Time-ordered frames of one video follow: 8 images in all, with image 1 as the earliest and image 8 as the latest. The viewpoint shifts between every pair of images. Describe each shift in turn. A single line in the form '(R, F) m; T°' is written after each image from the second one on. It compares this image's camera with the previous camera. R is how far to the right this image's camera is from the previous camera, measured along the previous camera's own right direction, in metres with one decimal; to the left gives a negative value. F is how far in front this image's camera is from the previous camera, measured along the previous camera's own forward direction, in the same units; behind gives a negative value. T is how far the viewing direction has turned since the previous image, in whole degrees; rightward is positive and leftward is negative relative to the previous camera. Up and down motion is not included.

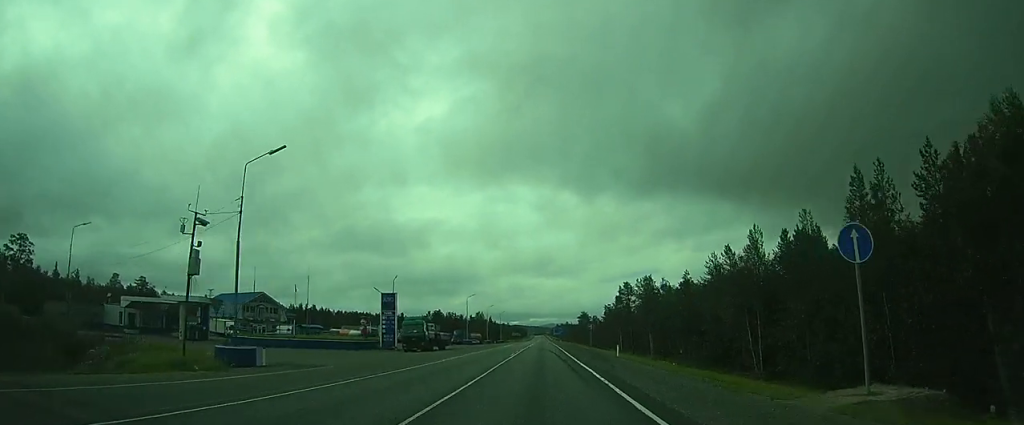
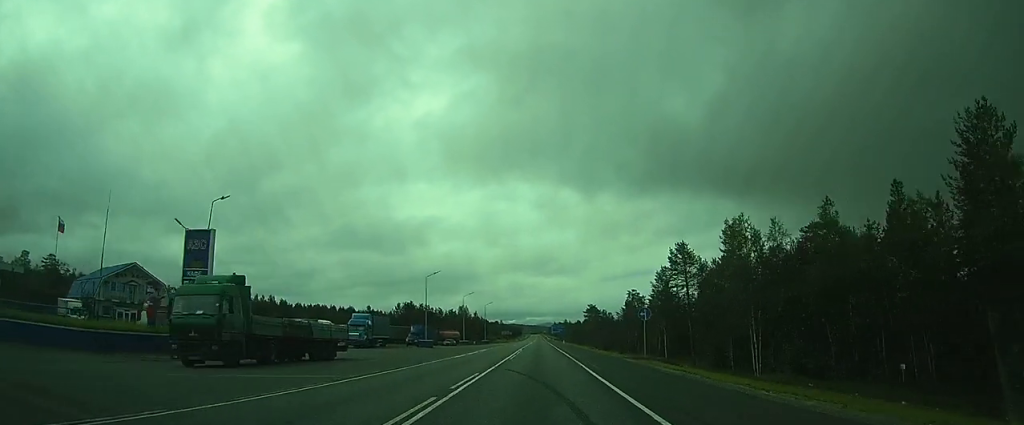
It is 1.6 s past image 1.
(+0.3, +37.6) m; 0°
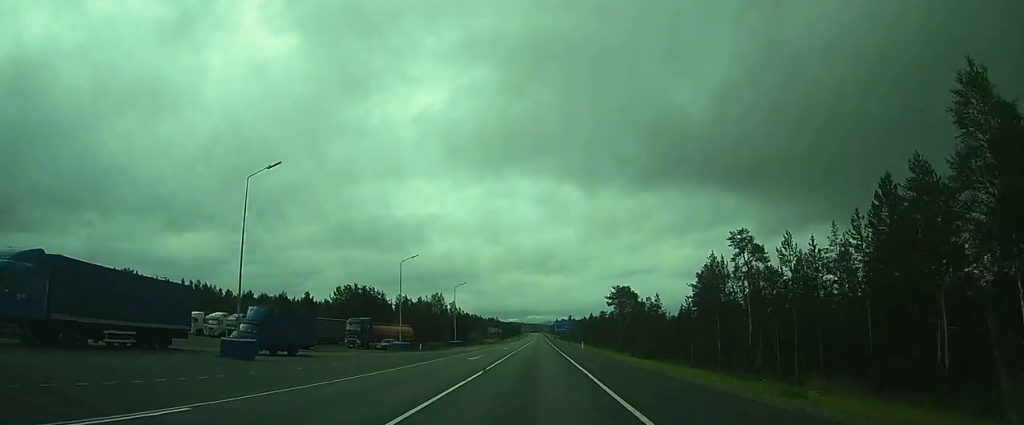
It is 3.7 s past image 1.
(0.0, +48.5) m; +1°
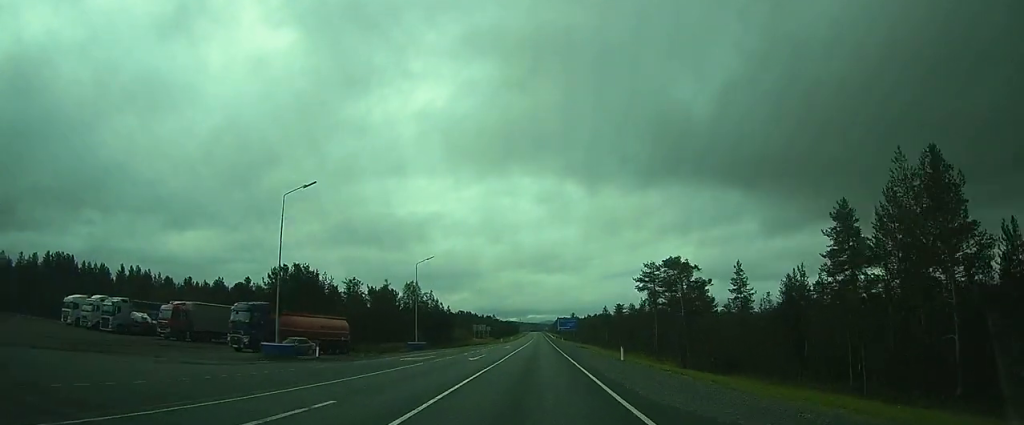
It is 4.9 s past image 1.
(+0.8, +29.6) m; +2°
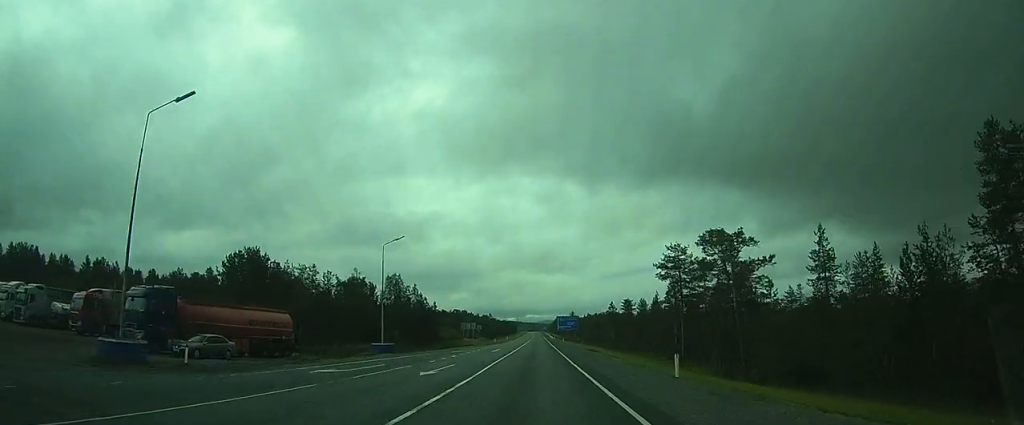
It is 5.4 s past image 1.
(0.0, +13.5) m; +1°
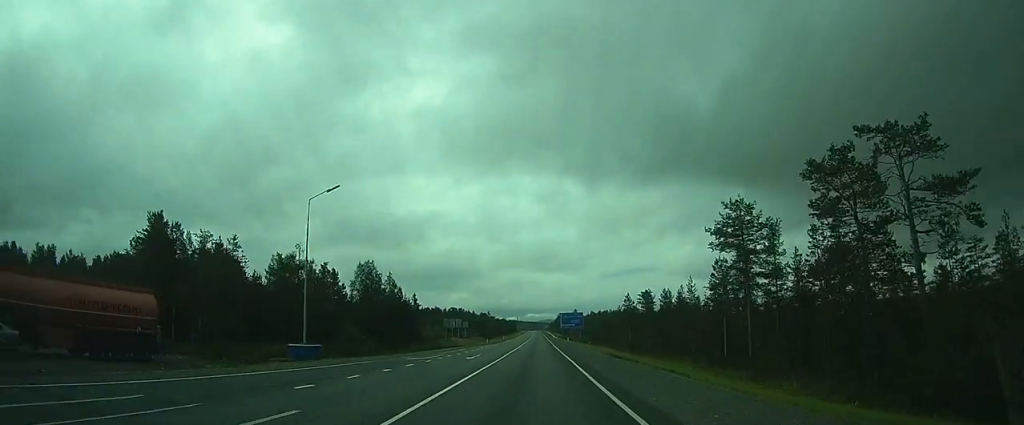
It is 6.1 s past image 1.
(+0.2, +18.1) m; +1°
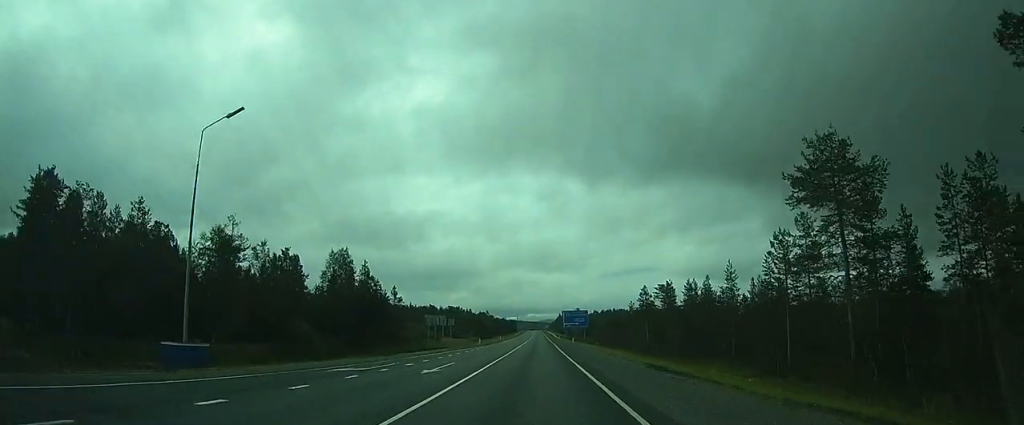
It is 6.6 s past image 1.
(+0.1, +13.1) m; +1°
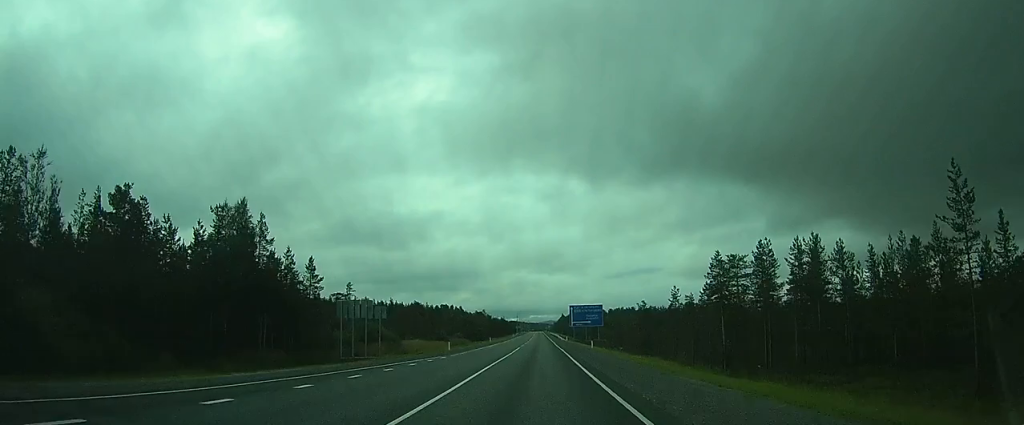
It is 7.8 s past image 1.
(+0.2, +30.0) m; +2°
